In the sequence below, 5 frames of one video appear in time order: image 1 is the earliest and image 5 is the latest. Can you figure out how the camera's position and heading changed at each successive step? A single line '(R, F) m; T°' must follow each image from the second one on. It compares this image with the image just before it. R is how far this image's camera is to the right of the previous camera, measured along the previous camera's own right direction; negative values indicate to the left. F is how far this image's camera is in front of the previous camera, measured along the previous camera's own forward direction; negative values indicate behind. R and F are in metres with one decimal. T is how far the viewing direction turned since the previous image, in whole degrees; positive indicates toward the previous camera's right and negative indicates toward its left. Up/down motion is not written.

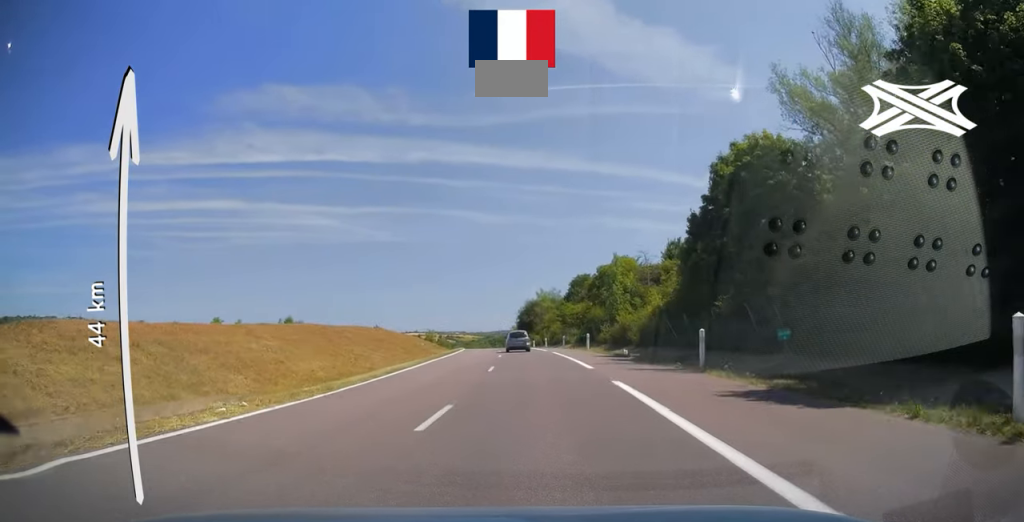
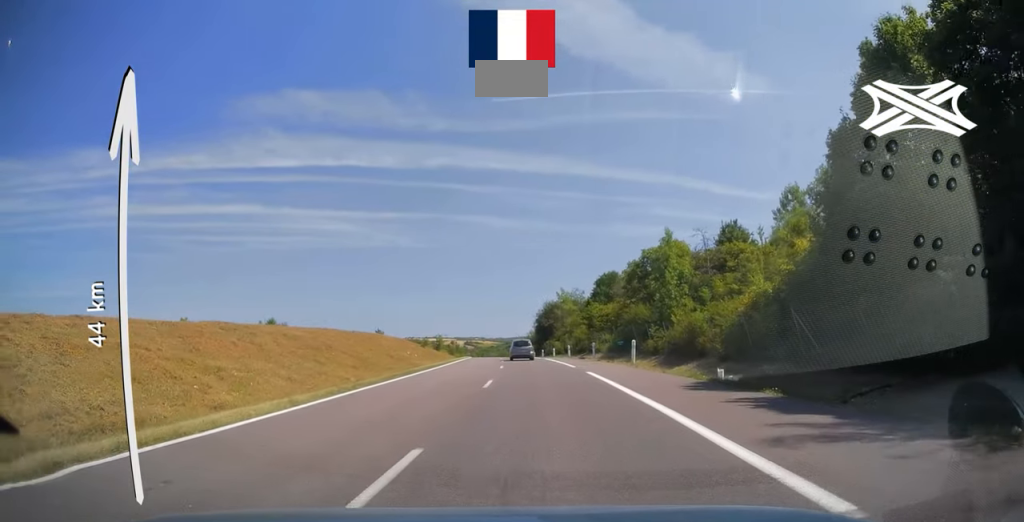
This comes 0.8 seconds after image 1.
(-0.1, +17.4) m; -2°
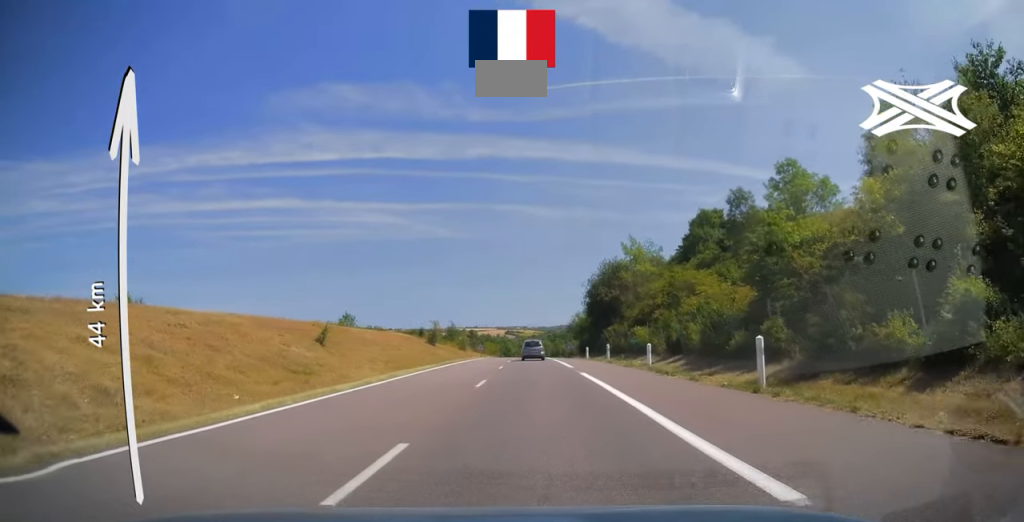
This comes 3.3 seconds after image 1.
(-2.4, +52.2) m; -4°
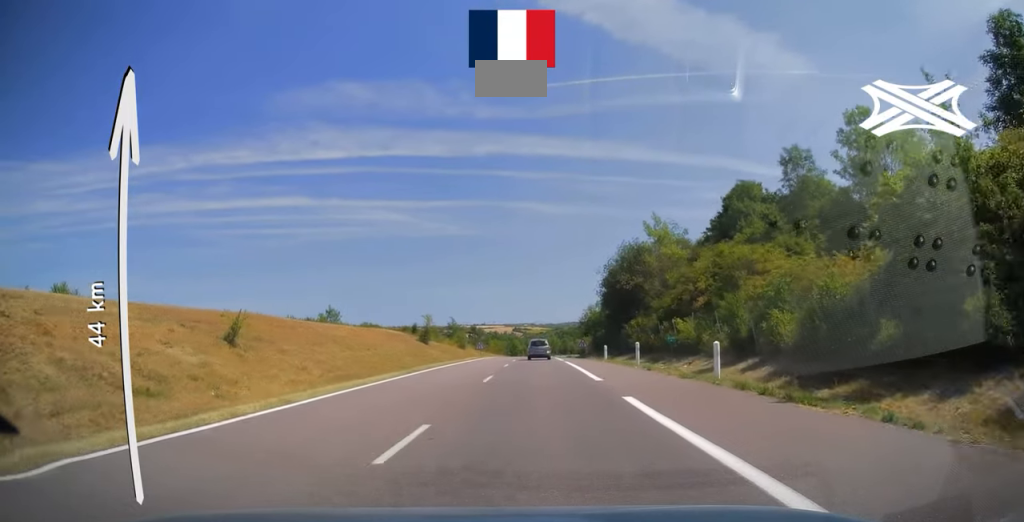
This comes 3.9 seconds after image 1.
(-0.1, +11.5) m; 0°
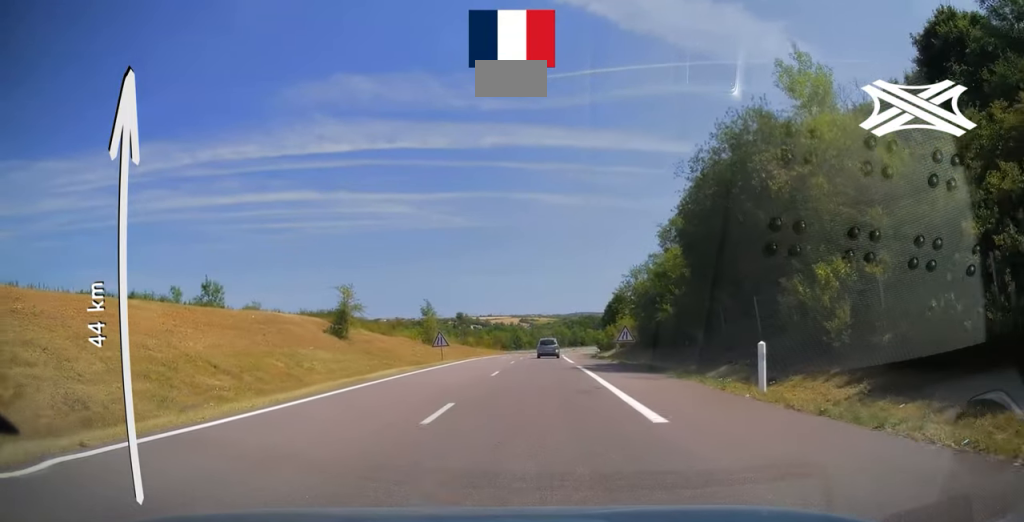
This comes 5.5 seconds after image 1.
(-0.1, +36.4) m; -1°
